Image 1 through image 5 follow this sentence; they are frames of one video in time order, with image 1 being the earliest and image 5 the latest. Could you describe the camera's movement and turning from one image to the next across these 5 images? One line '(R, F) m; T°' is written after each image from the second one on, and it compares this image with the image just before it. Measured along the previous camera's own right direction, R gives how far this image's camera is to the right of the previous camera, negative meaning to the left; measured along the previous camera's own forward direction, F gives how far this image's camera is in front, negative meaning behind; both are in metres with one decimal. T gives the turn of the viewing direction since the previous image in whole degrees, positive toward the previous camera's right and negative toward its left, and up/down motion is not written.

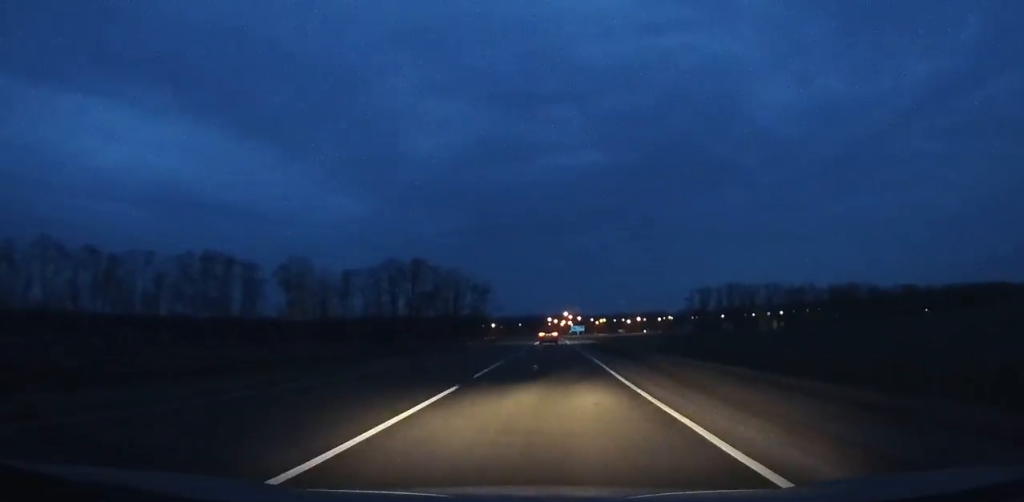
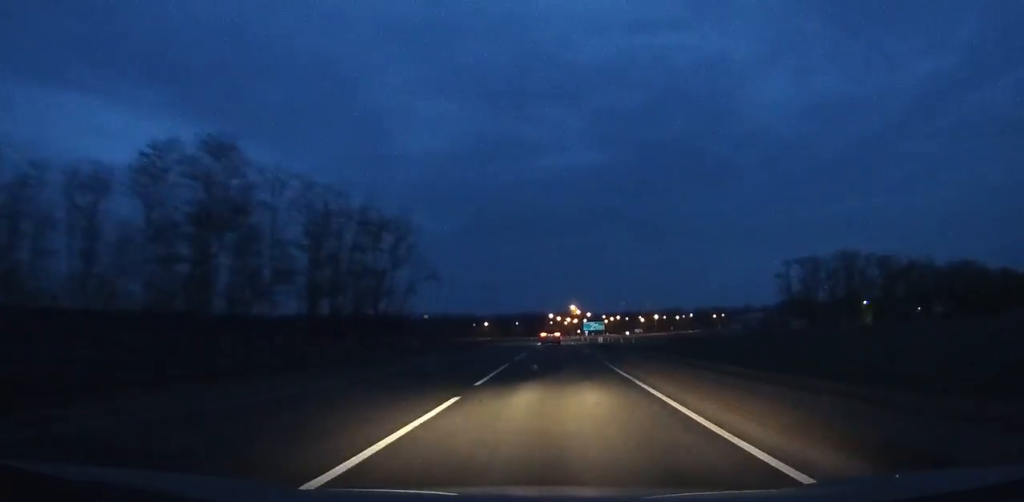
(-0.1, +72.6) m; 0°
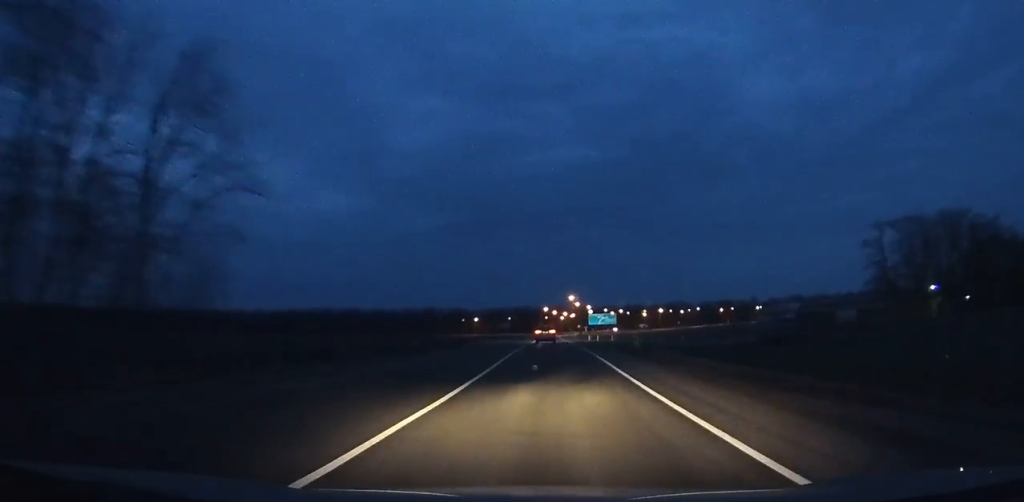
(-0.1, +34.6) m; 0°
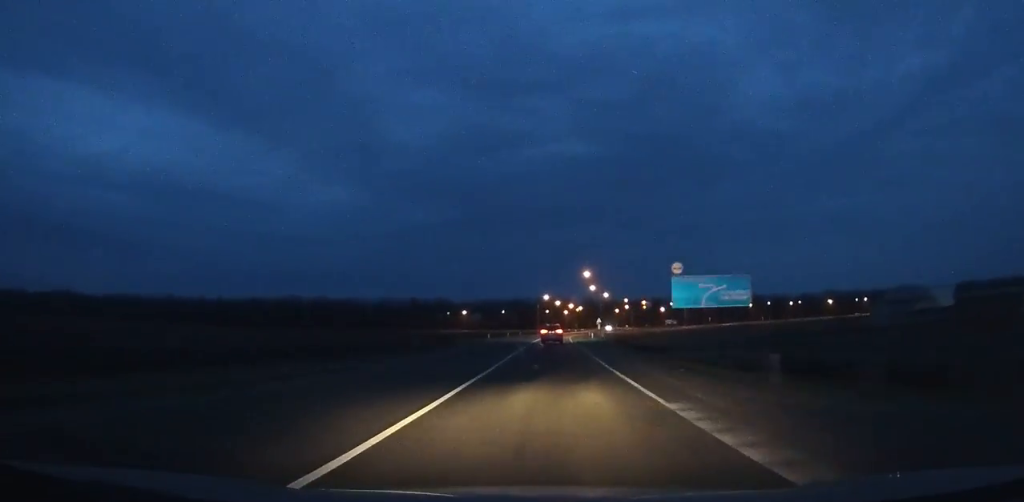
(0.0, +65.3) m; +1°
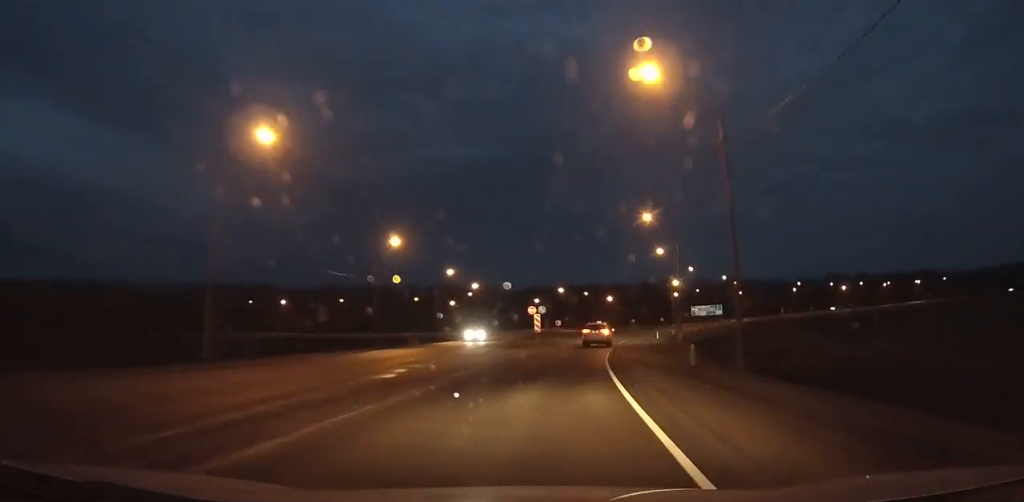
(+9.8, +141.6) m; +13°
